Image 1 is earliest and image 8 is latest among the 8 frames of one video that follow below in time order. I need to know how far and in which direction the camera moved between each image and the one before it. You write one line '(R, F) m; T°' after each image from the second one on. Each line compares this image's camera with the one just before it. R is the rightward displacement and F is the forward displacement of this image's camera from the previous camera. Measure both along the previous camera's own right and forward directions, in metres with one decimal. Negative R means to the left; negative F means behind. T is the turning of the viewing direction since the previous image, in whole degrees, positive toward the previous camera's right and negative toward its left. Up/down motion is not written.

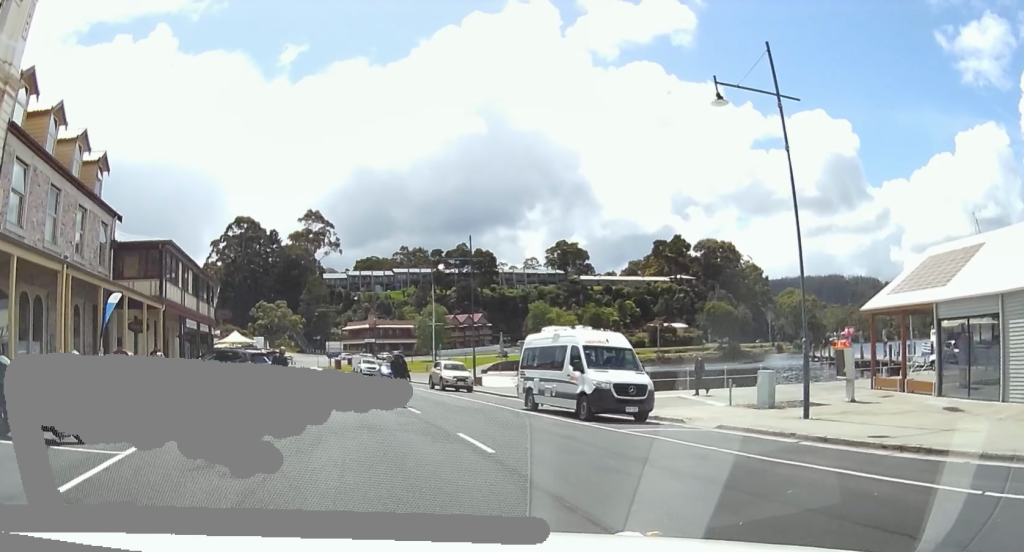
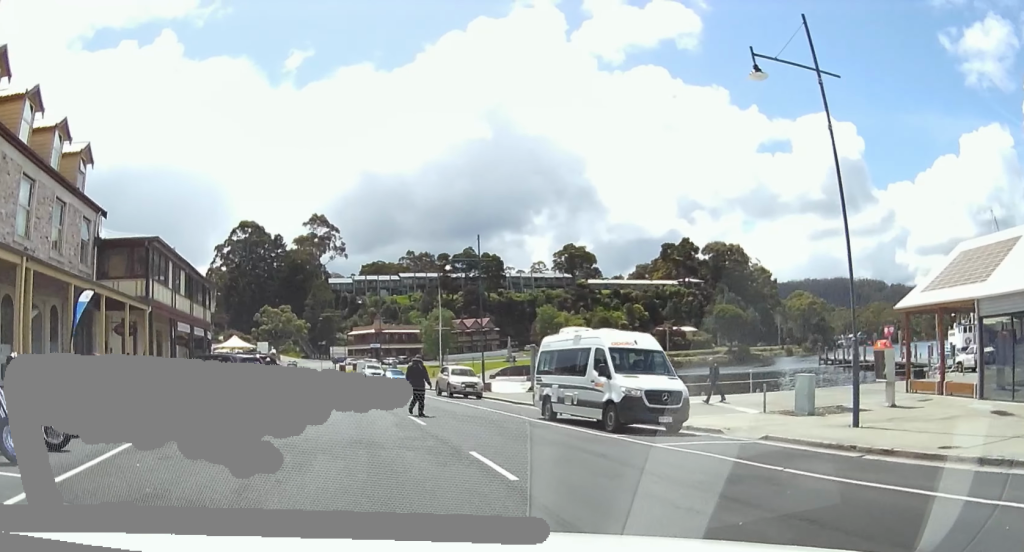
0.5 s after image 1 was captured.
(+0.1, +2.3) m; -3°
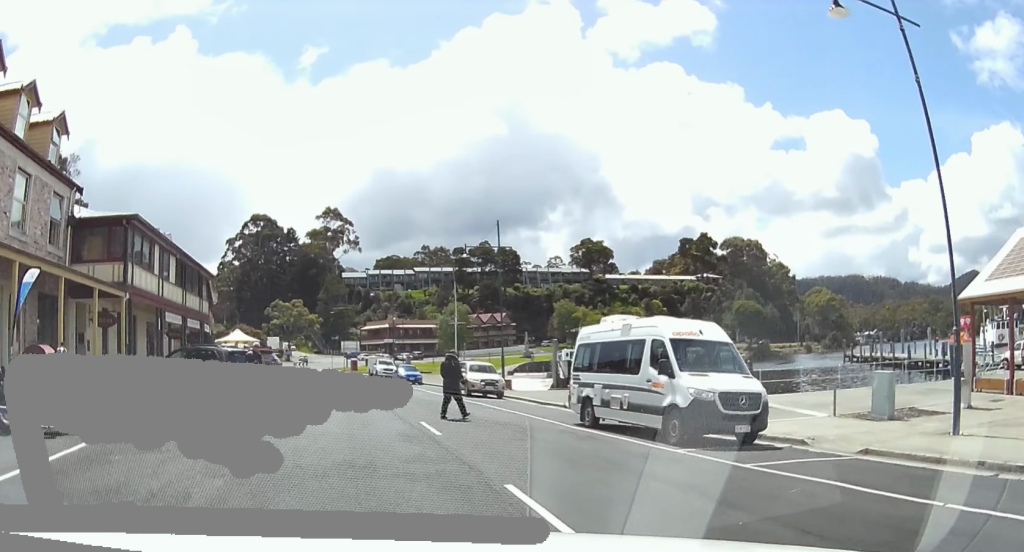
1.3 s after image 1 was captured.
(-0.3, +3.5) m; -4°
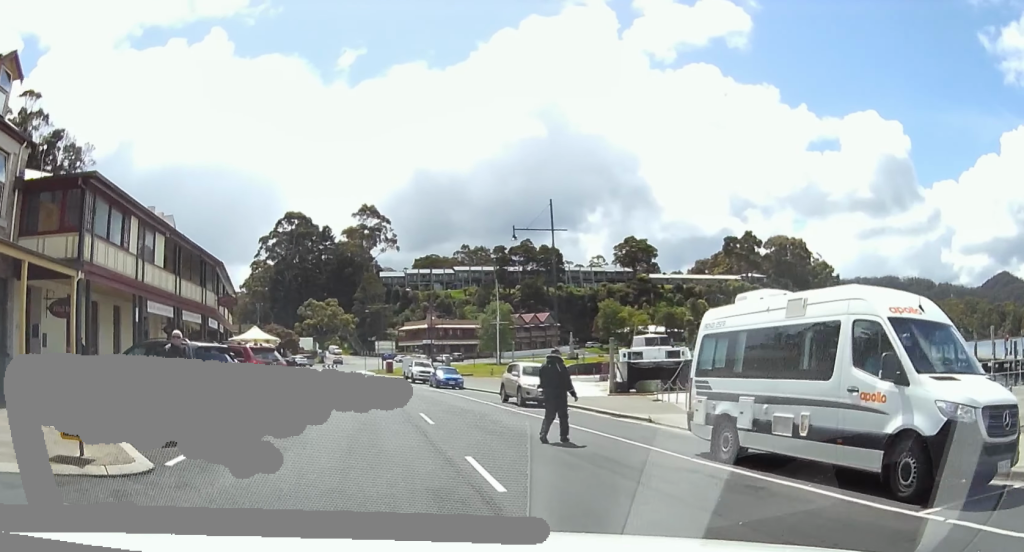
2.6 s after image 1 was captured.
(-0.1, +5.9) m; -1°
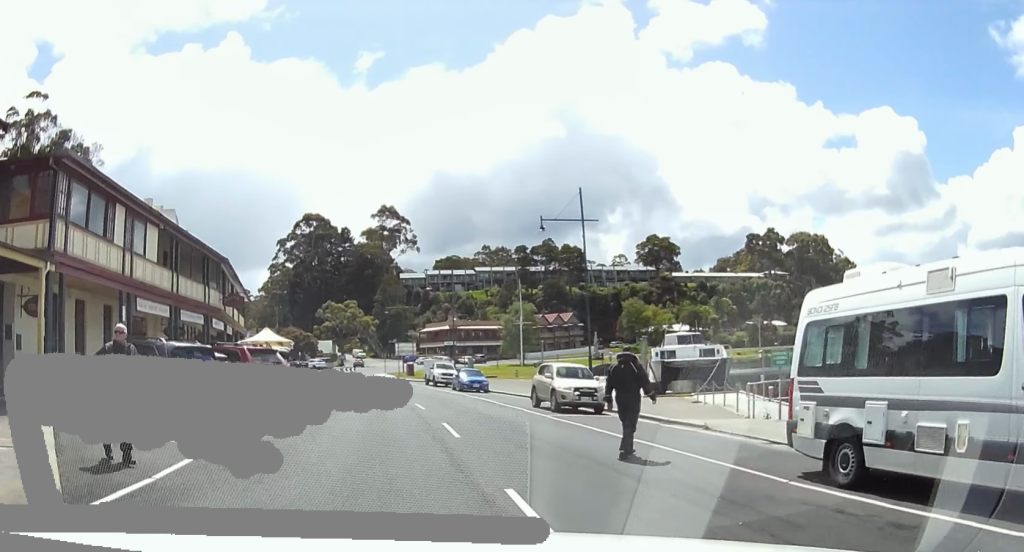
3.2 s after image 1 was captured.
(0.0, +2.5) m; 0°
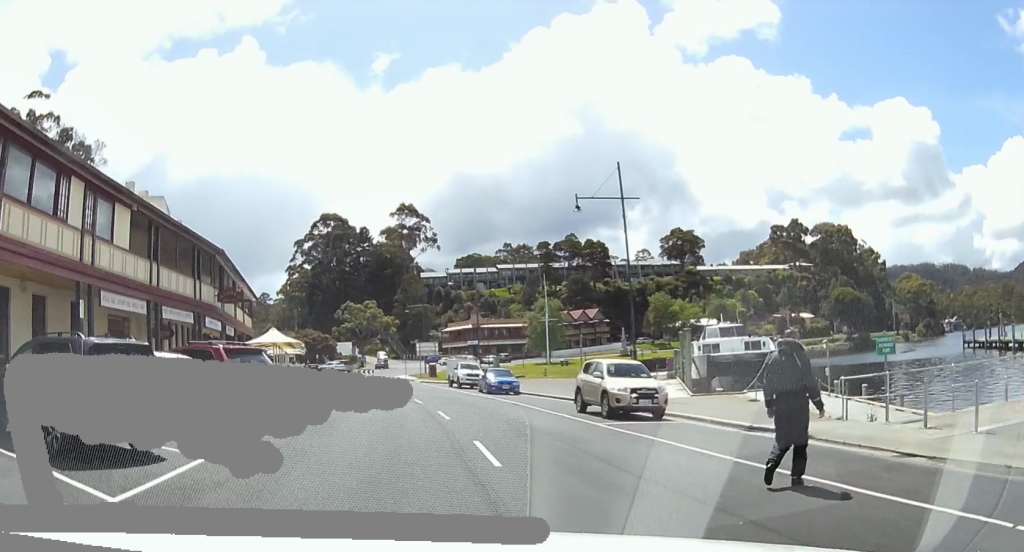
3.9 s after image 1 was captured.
(0.0, +3.8) m; 0°
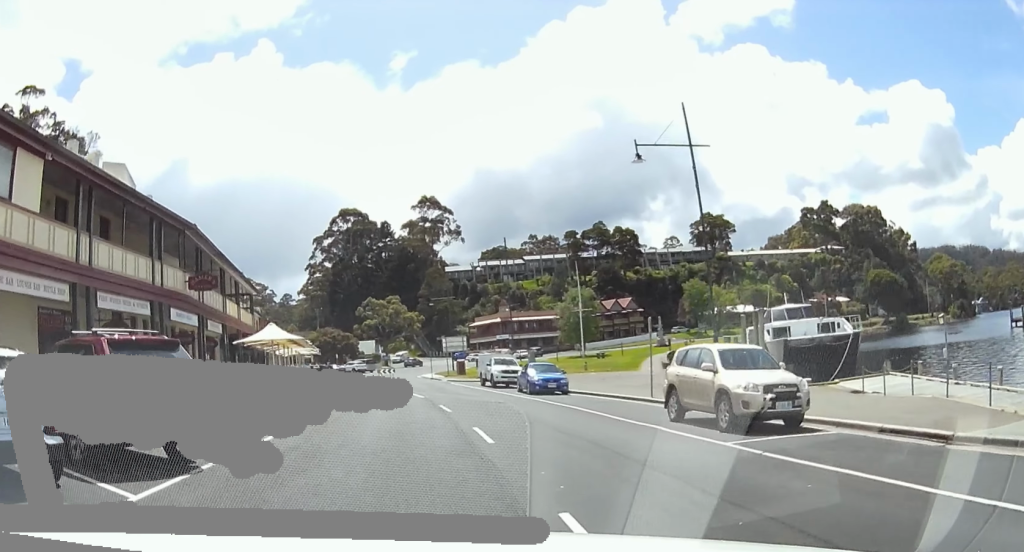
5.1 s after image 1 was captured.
(0.0, +6.4) m; 0°
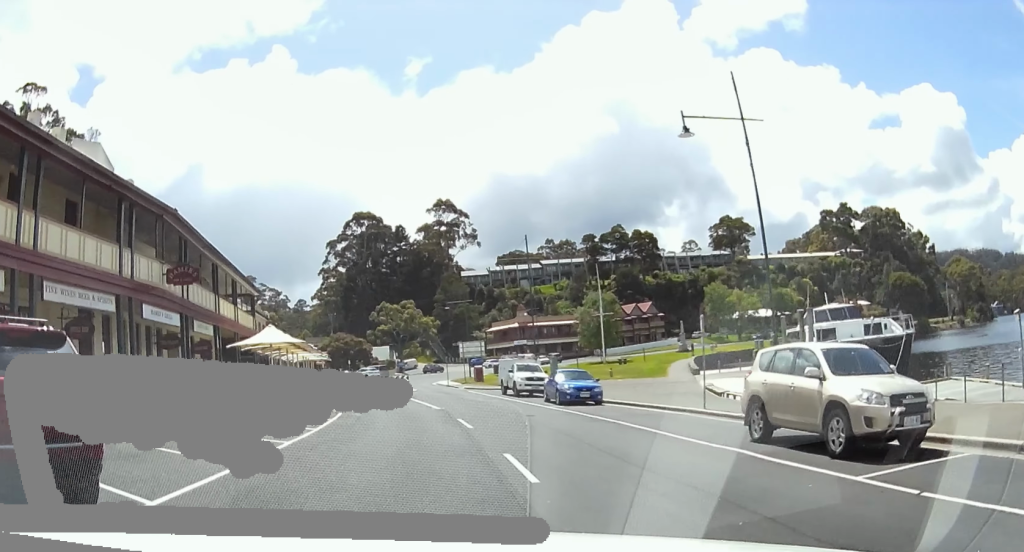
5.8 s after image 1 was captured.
(0.0, +3.5) m; -1°
